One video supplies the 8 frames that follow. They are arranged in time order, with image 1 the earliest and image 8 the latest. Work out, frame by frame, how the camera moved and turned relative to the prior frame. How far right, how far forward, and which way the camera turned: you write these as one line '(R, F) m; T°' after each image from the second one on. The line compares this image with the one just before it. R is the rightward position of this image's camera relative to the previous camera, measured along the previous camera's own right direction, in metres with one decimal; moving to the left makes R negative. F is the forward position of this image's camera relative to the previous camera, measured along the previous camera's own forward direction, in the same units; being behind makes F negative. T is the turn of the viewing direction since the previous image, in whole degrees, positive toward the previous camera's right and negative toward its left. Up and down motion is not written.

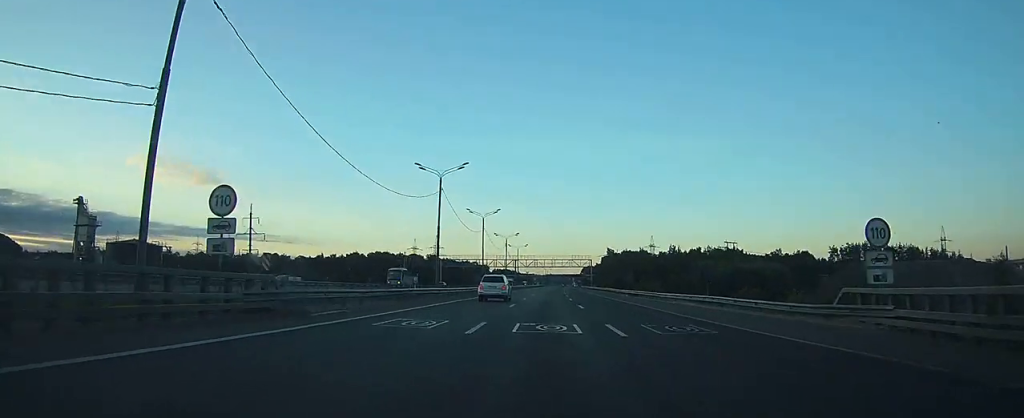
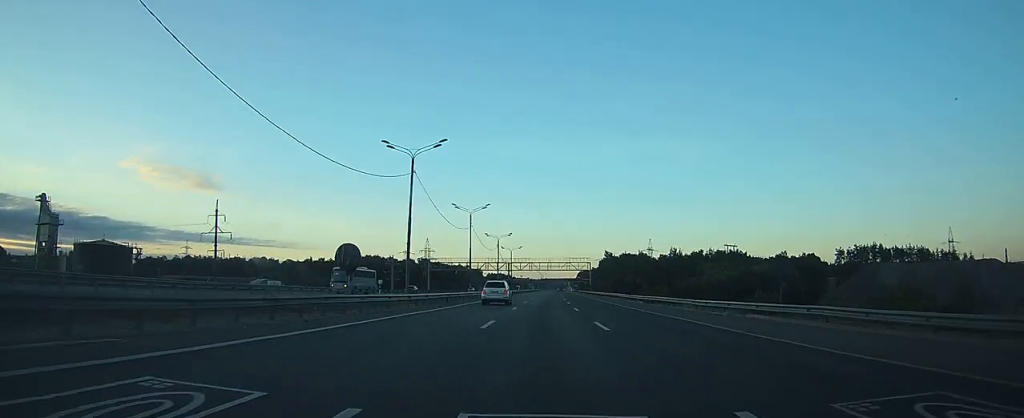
(0.0, +12.3) m; 0°
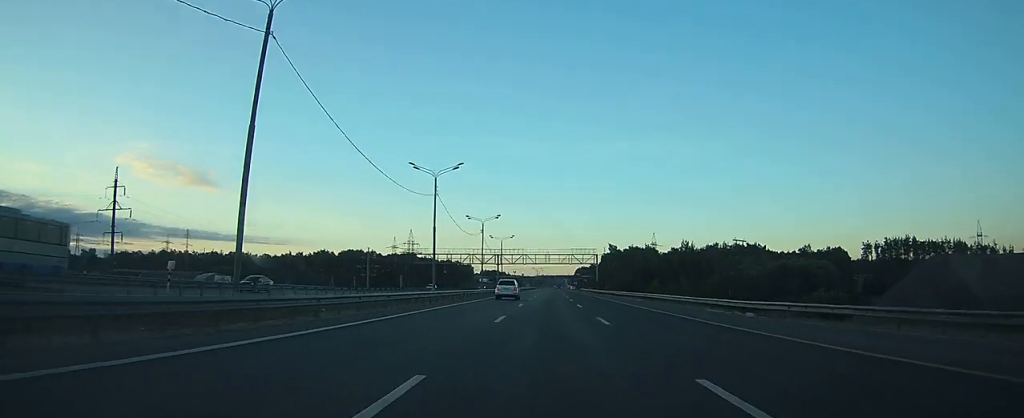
(+0.3, +29.7) m; +1°
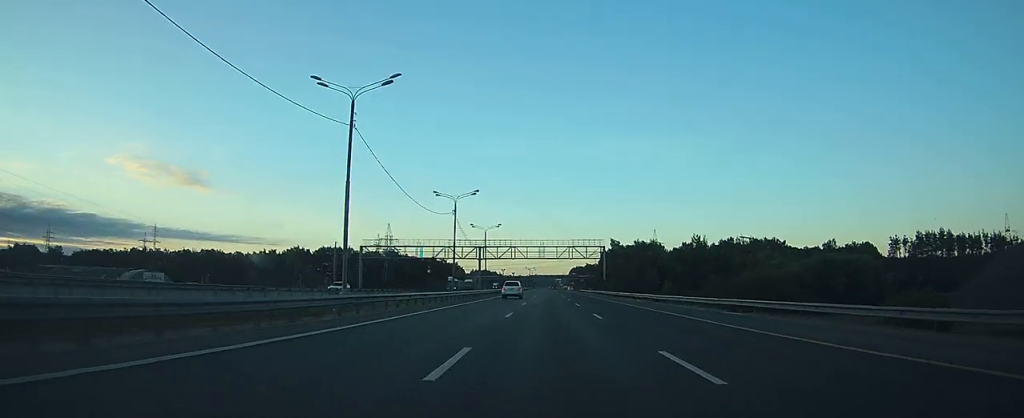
(+0.1, +28.2) m; 0°
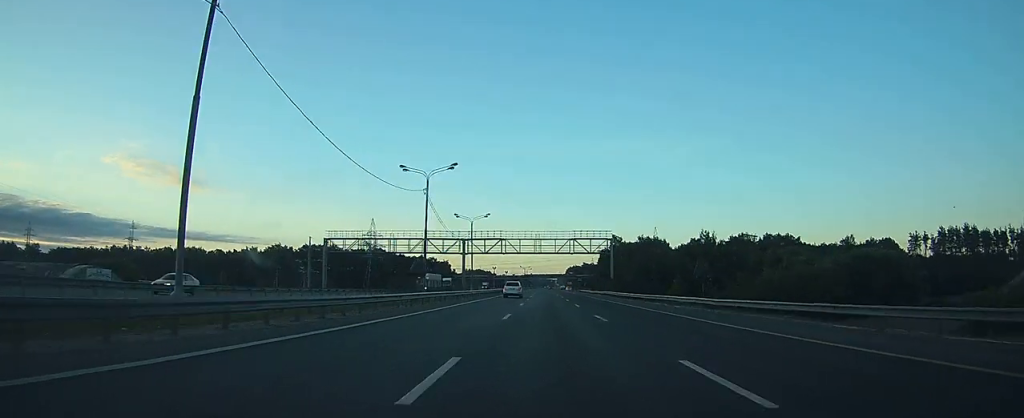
(0.0, +17.4) m; 0°
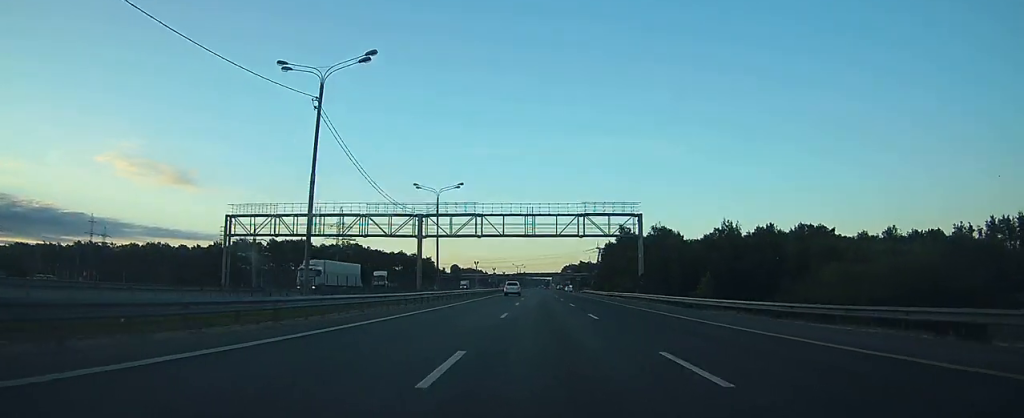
(+0.1, +30.7) m; +1°
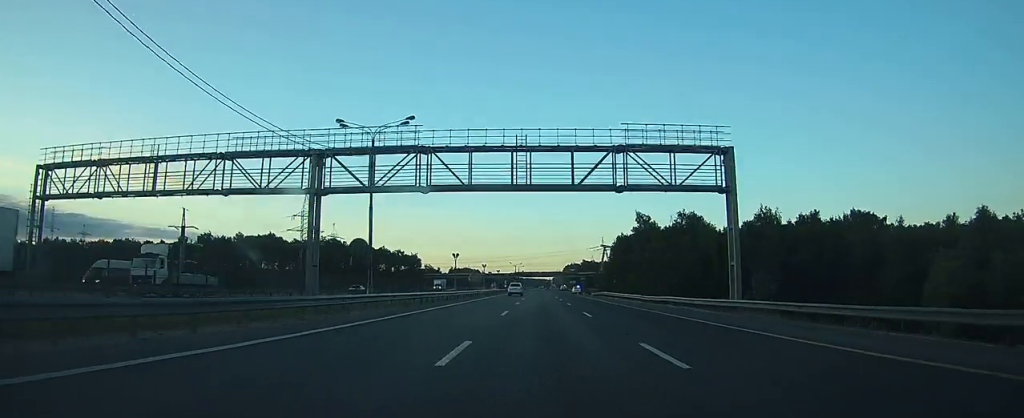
(+0.2, +29.9) m; +1°
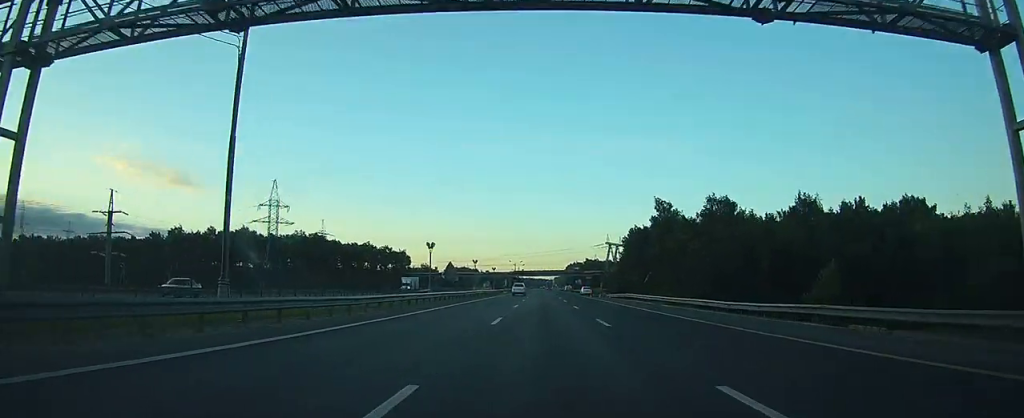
(0.0, +21.7) m; 0°
